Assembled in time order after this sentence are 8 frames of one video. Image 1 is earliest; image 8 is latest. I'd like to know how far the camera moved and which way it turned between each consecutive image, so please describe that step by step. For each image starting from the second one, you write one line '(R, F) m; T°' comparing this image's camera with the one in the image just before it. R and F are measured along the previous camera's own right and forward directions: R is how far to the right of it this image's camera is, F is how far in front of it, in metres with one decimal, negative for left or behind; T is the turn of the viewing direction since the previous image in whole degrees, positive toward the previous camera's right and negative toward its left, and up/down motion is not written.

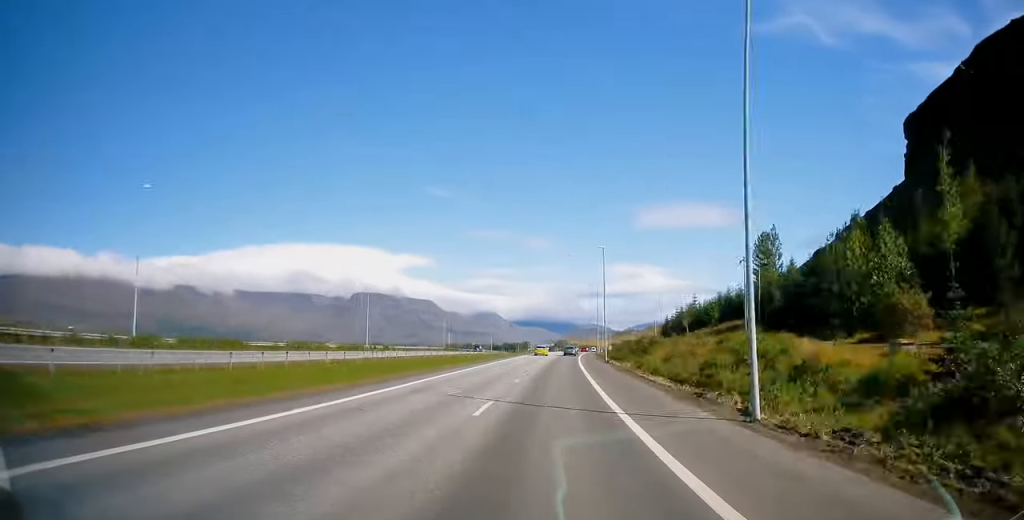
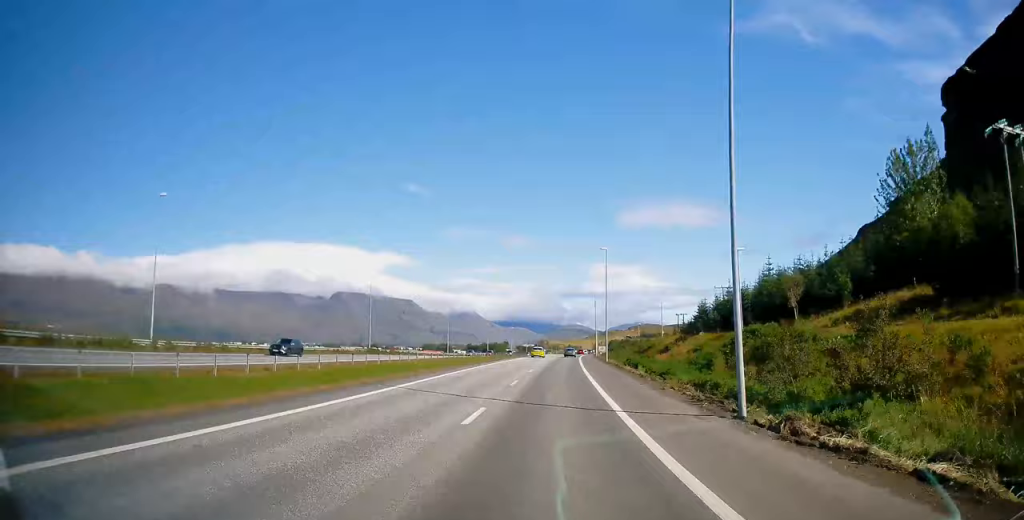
(+0.9, +68.4) m; +2°
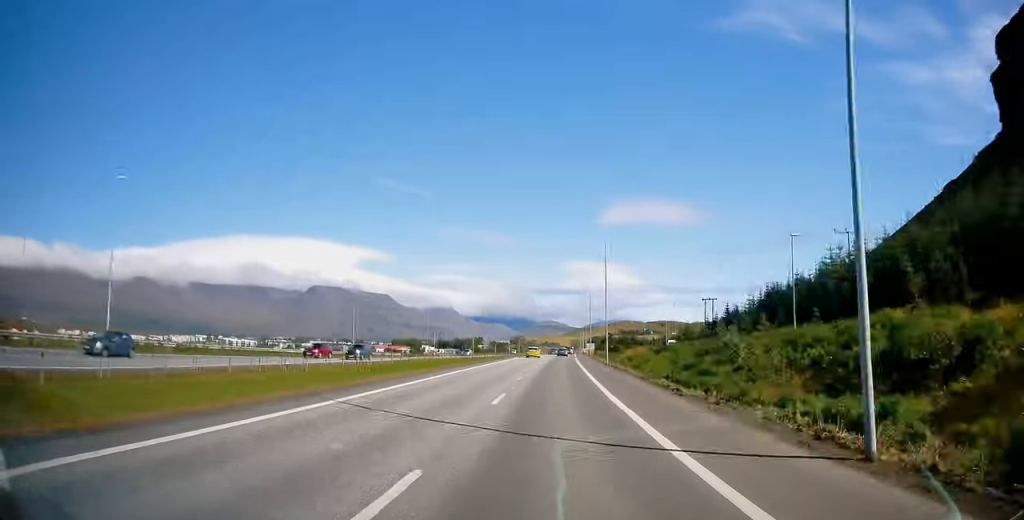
(+1.2, +67.2) m; +2°
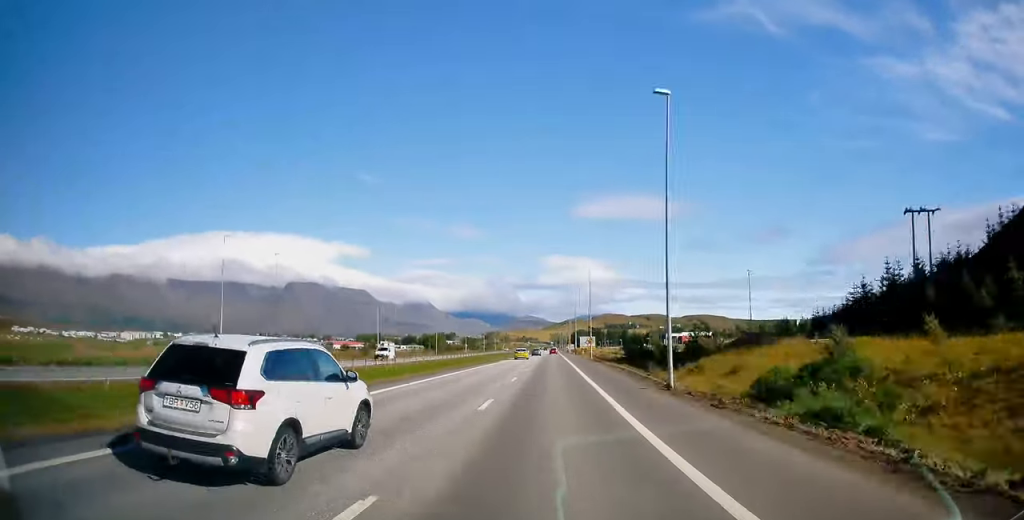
(+2.6, +88.5) m; +2°
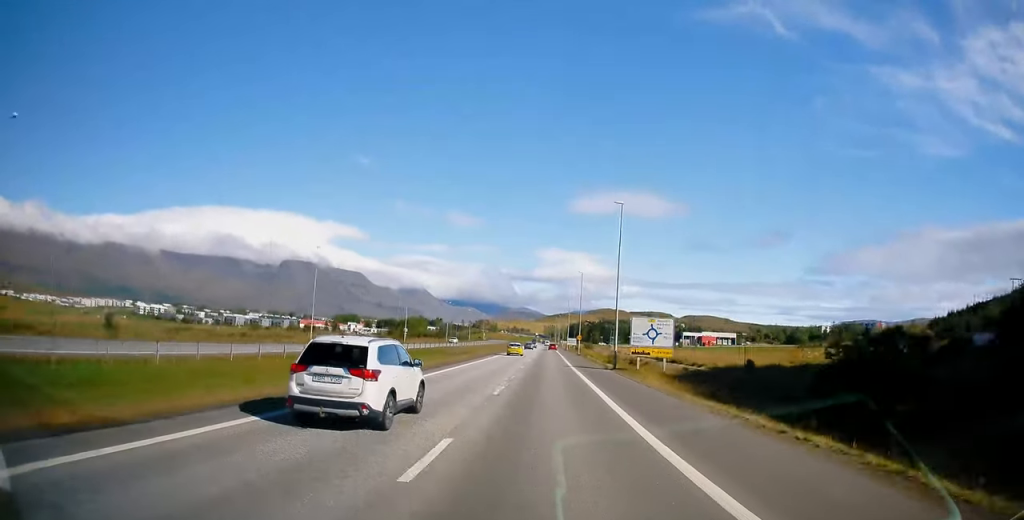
(+0.3, +78.4) m; +1°
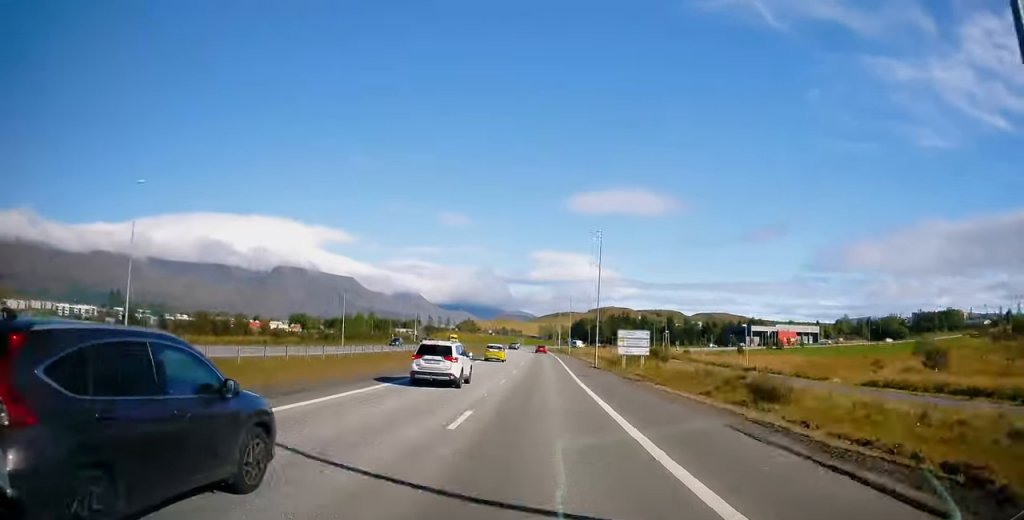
(+1.1, +135.2) m; -2°
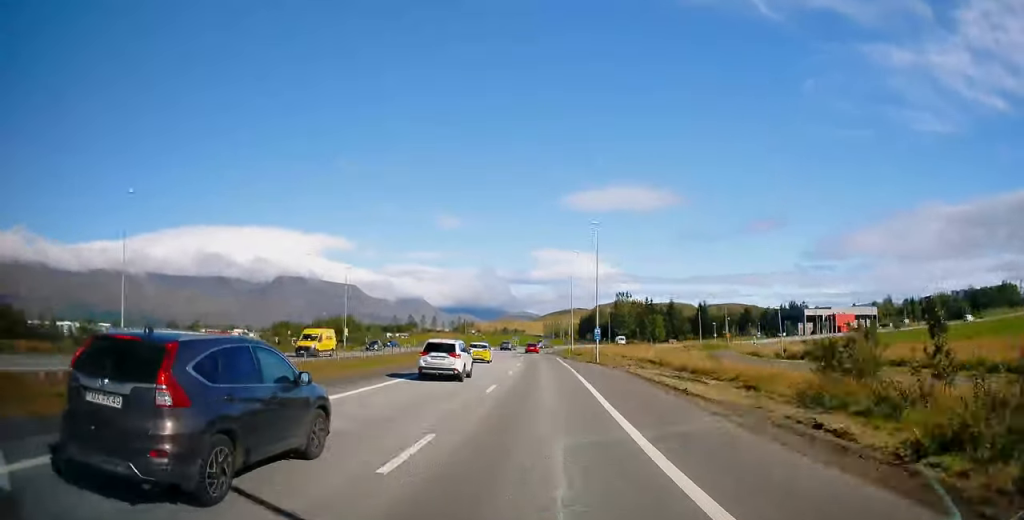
(-1.9, +33.6) m; -1°
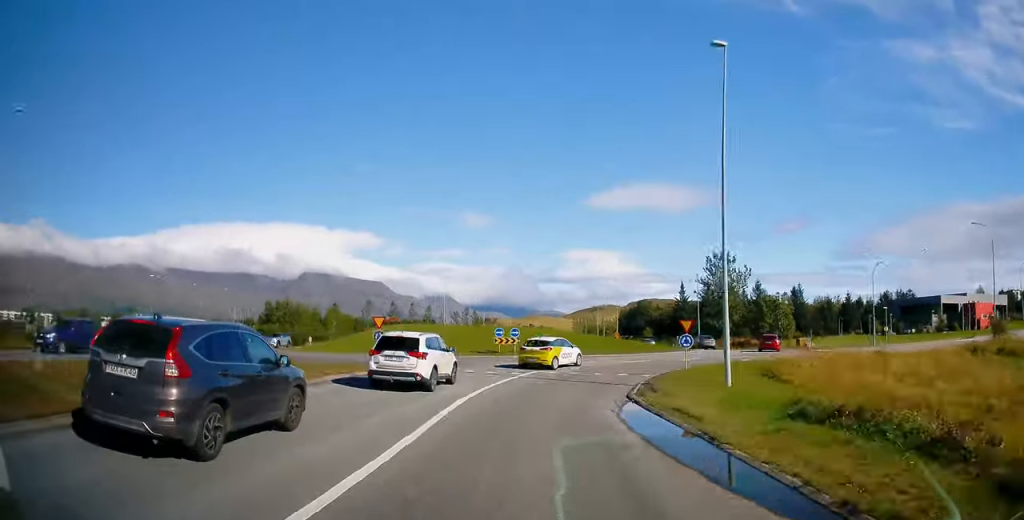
(+0.6, +50.3) m; +9°
